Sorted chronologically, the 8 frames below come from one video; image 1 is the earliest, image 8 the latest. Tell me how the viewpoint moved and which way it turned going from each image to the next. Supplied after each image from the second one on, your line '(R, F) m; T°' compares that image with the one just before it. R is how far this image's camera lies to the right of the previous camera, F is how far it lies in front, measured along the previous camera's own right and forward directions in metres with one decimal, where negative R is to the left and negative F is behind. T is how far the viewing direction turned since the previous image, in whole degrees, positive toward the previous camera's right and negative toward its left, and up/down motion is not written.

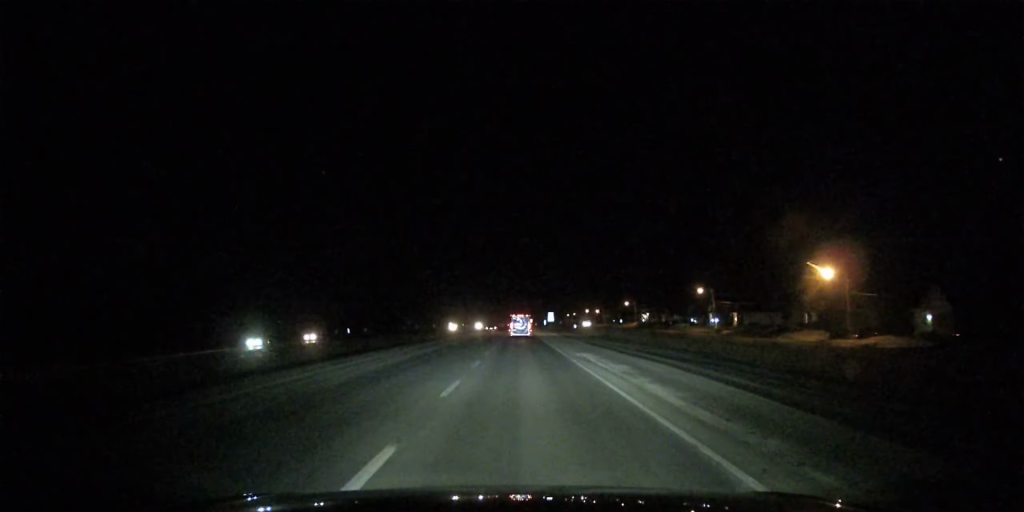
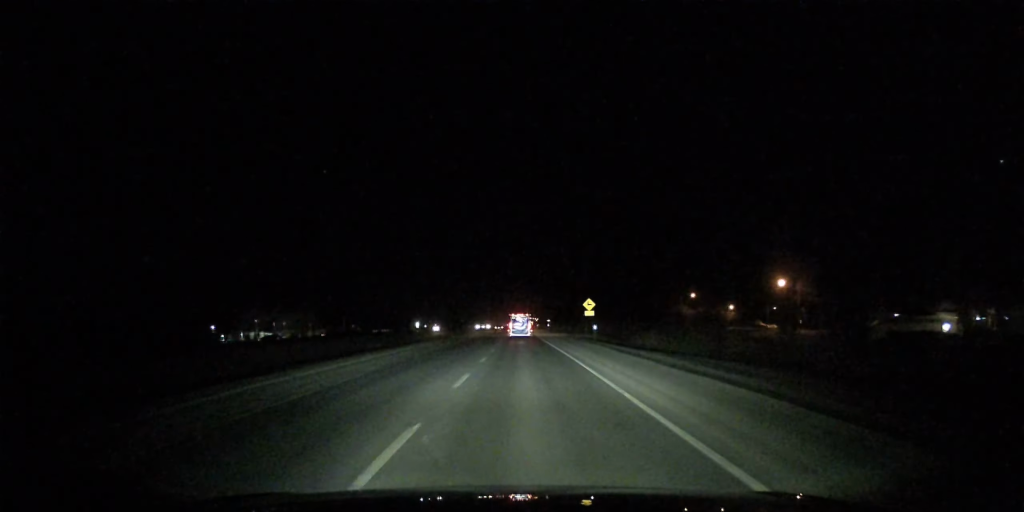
(-0.3, +410.9) m; 0°
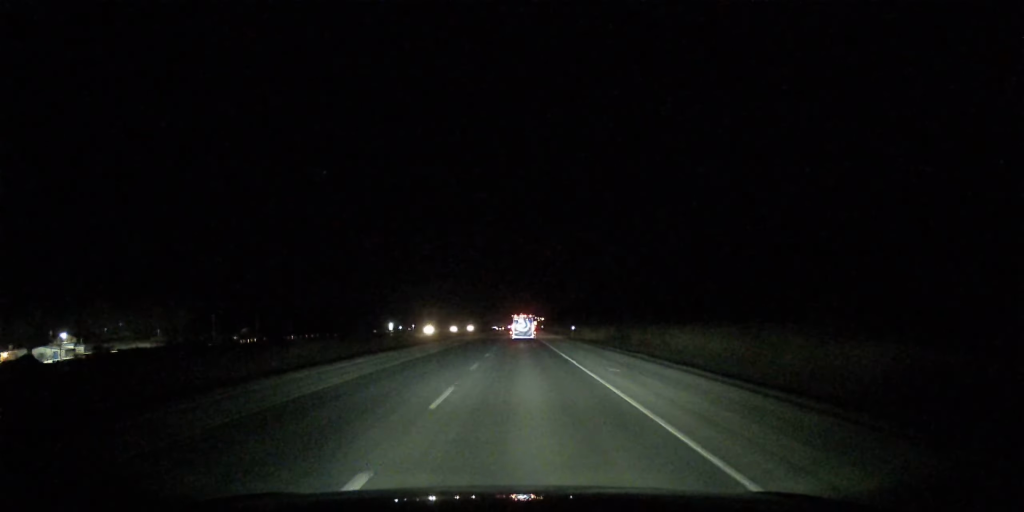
(+0.1, +178.7) m; 0°
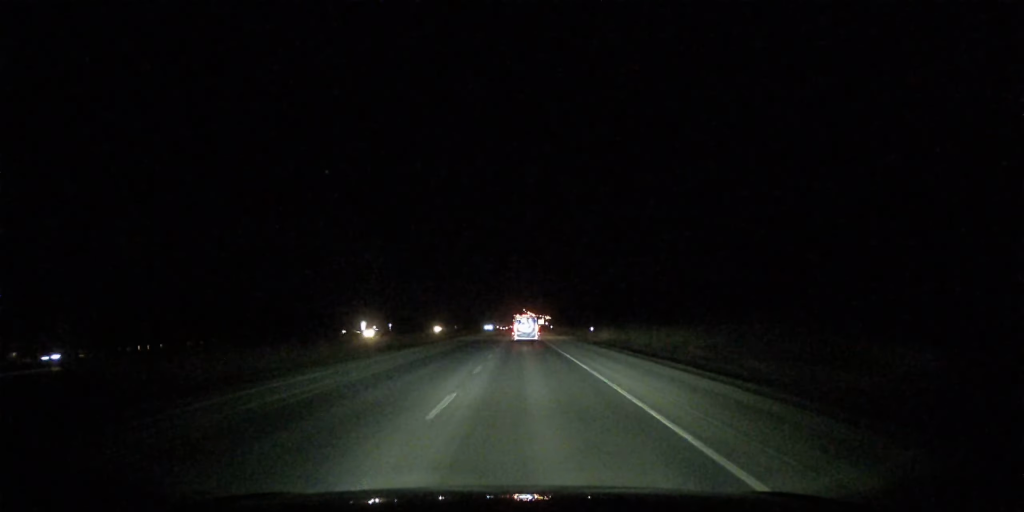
(-0.1, +159.6) m; 0°
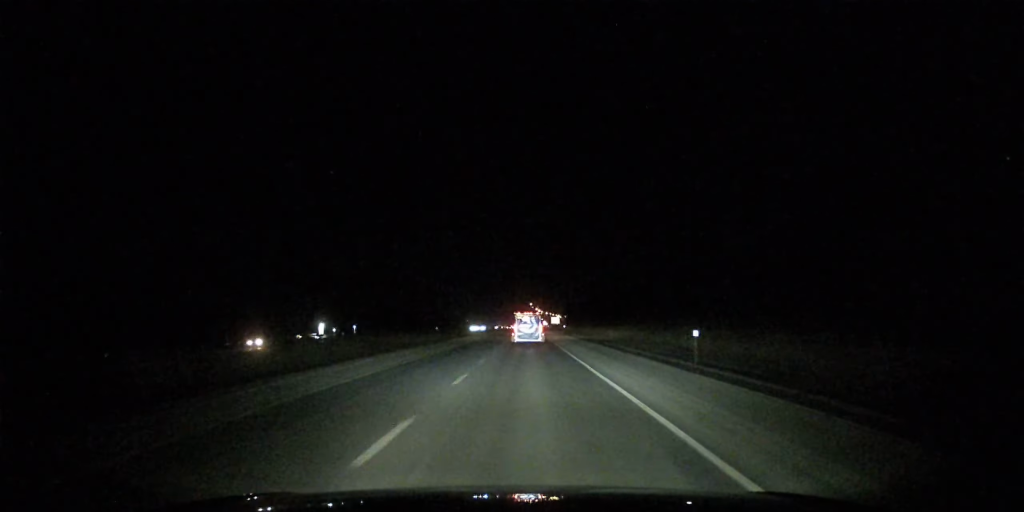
(-0.6, +181.3) m; 0°
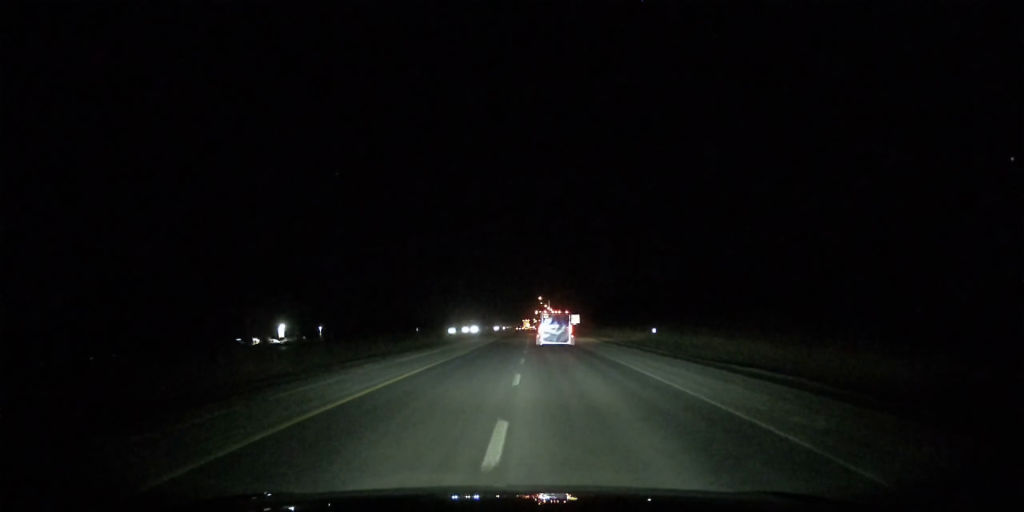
(-0.4, +114.9) m; 0°
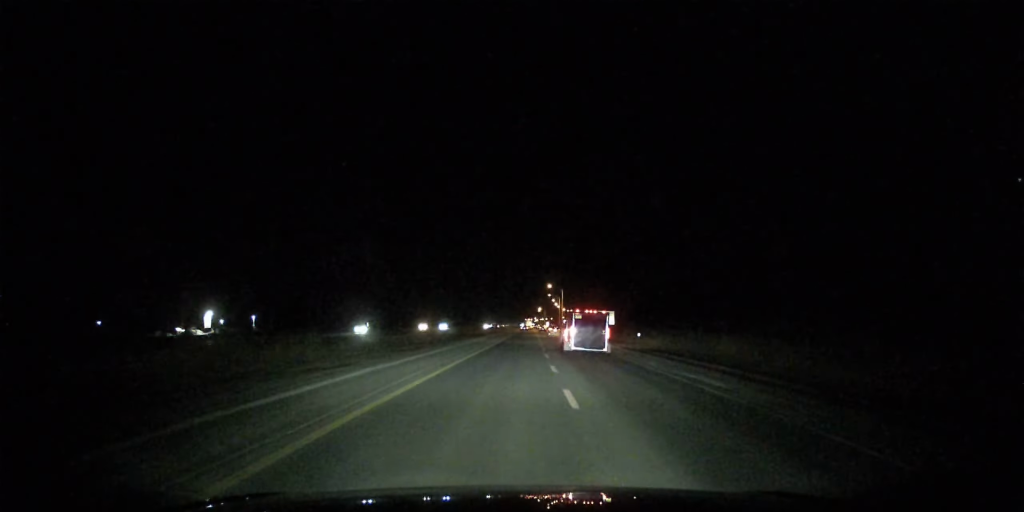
(+0.3, +98.7) m; 0°
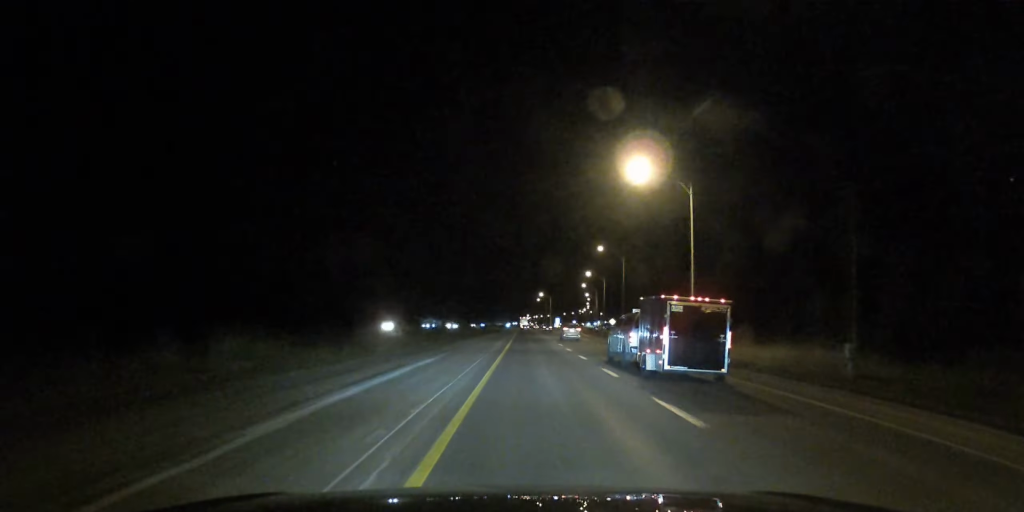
(+0.4, +169.1) m; 0°
